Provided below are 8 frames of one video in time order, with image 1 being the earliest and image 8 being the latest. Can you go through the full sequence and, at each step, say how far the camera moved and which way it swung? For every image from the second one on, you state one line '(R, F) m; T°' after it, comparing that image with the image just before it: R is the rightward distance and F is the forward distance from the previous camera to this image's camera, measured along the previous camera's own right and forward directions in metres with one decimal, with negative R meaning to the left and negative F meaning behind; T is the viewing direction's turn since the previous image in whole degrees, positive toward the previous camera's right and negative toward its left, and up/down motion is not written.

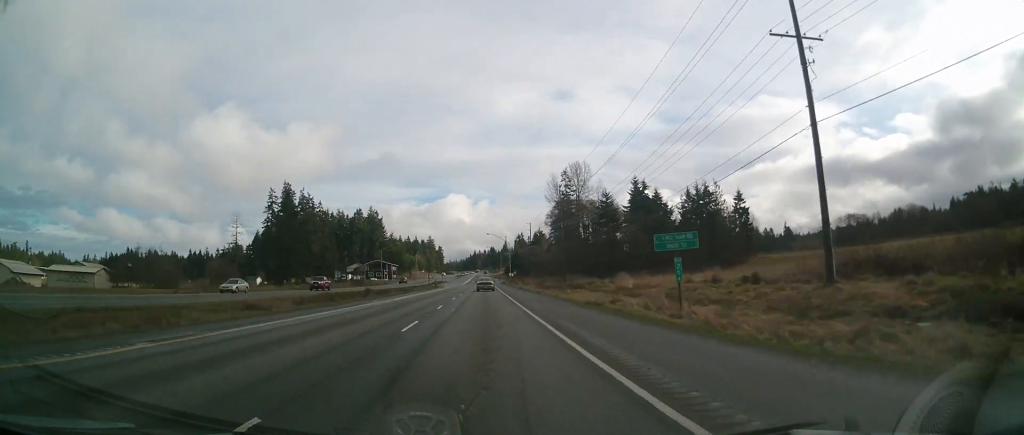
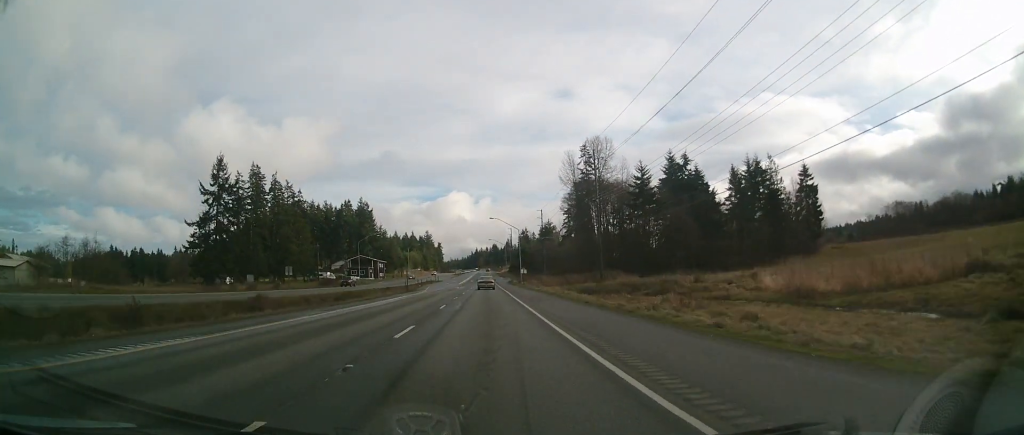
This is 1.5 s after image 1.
(+0.3, +37.4) m; -1°
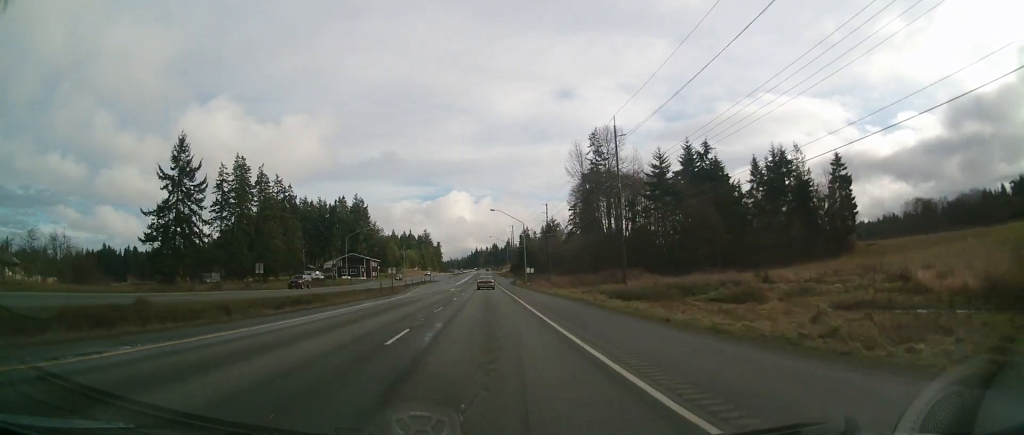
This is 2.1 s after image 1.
(-0.2, +14.2) m; 0°
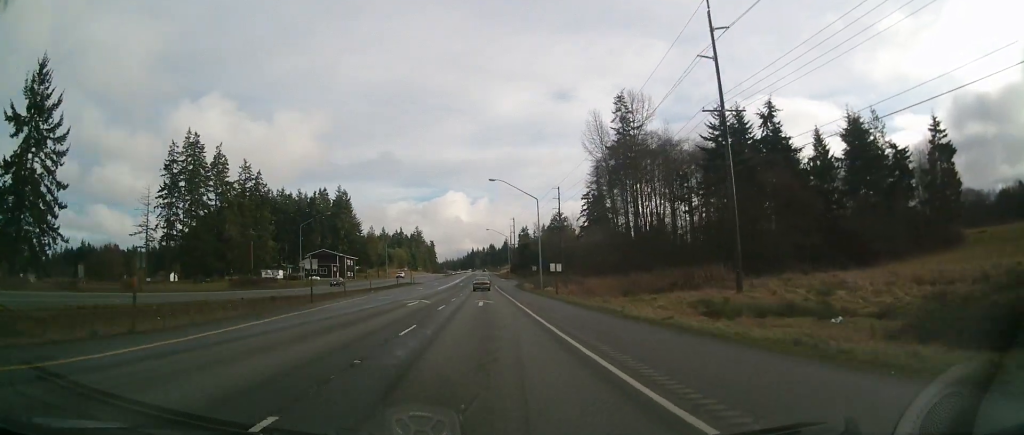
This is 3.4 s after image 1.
(+0.4, +33.5) m; +1°
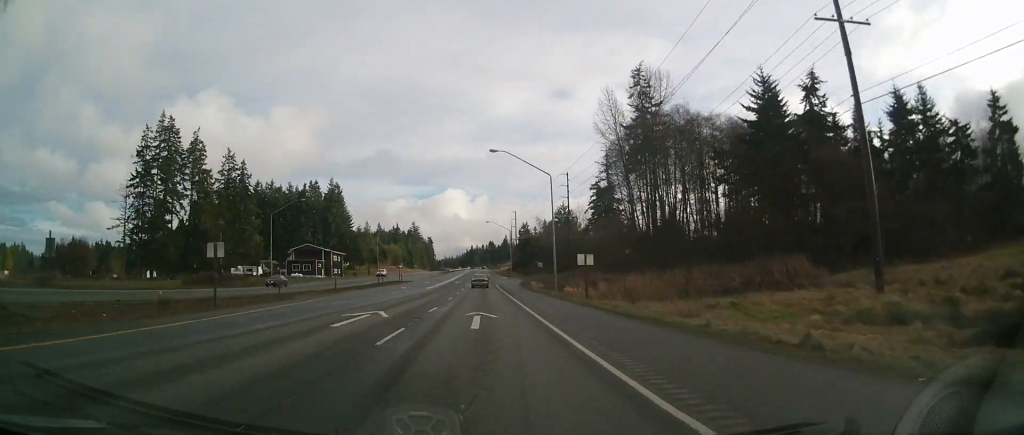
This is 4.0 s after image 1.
(+0.3, +15.1) m; 0°
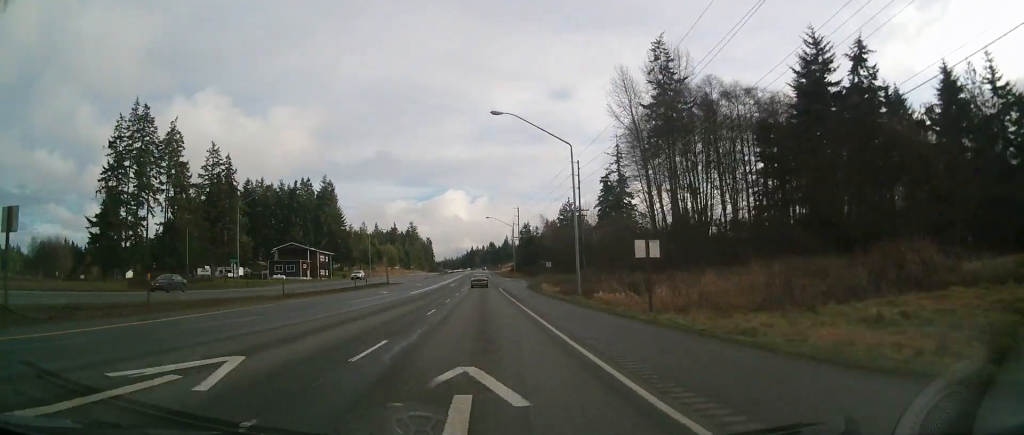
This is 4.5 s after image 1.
(-0.3, +13.5) m; 0°
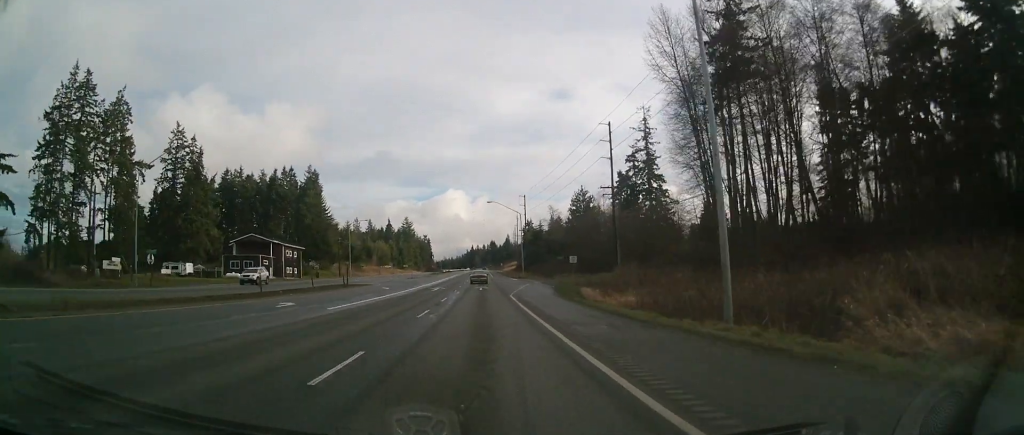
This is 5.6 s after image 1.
(+0.1, +26.2) m; +1°
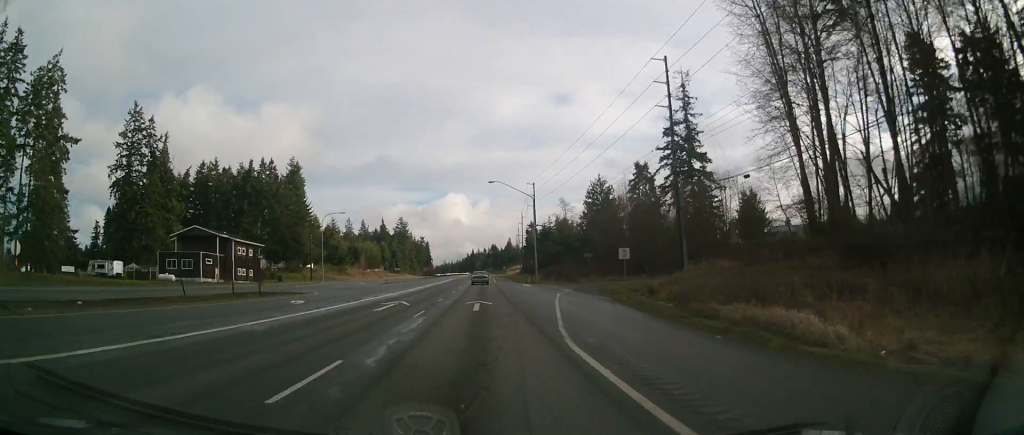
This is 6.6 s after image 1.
(+0.2, +25.5) m; 0°
